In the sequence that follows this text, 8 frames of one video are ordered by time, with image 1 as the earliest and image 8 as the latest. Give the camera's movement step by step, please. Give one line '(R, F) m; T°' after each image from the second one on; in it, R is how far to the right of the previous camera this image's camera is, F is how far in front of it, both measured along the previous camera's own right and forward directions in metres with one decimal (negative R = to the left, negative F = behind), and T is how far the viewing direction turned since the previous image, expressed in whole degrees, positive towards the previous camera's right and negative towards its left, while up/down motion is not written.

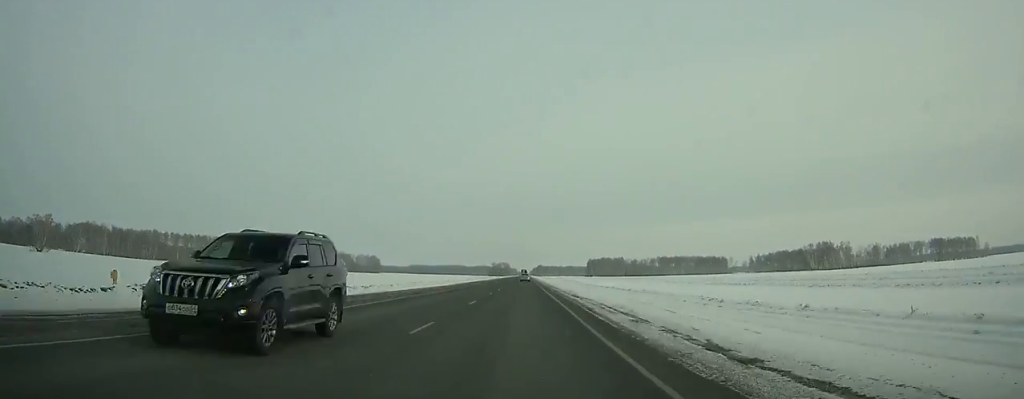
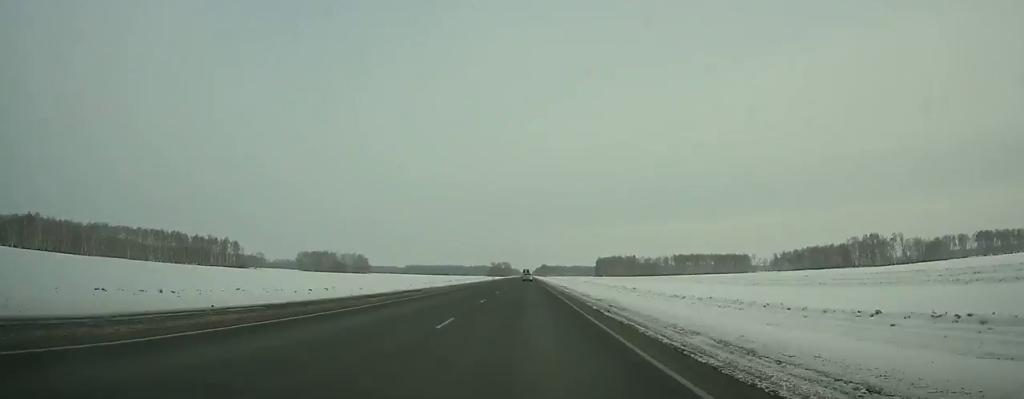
(0.0, +70.1) m; 0°
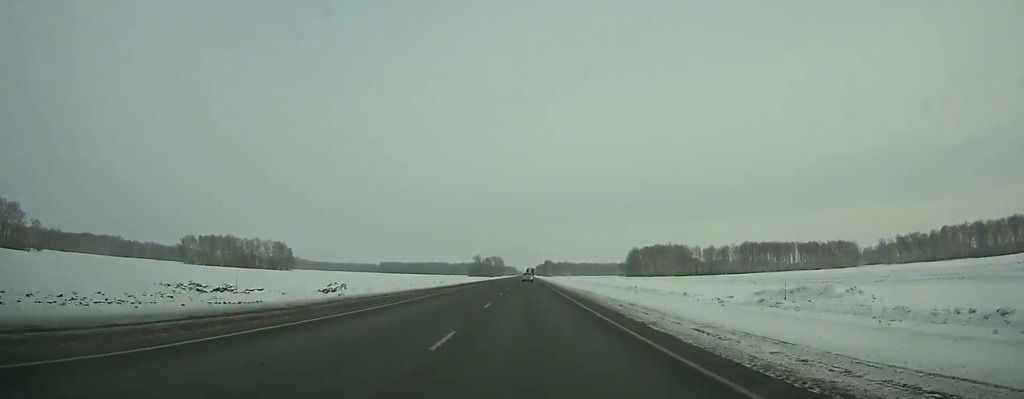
(-0.3, +233.6) m; 0°
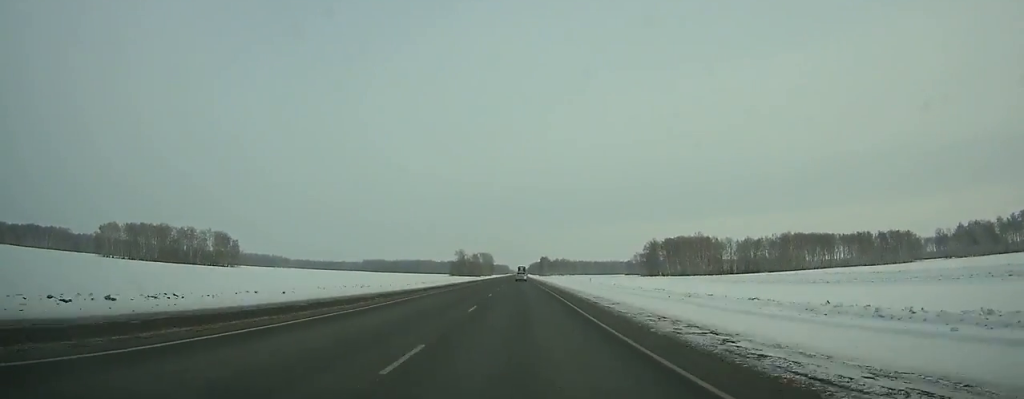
(+0.2, +85.8) m; 0°
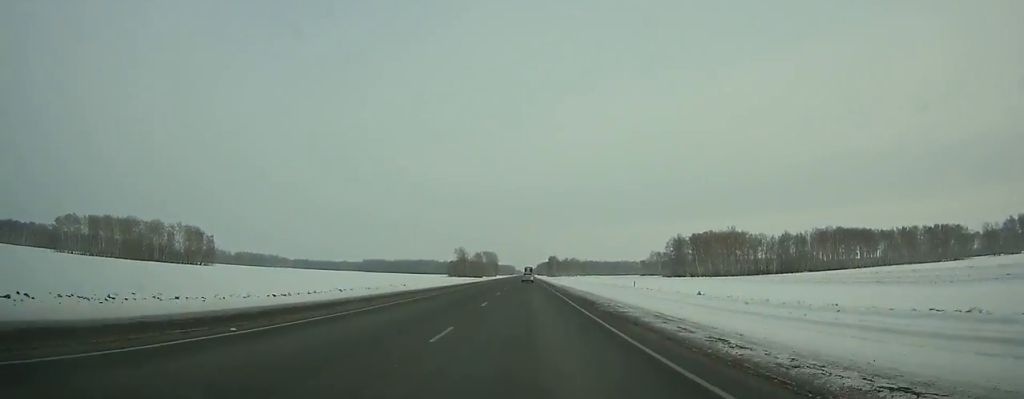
(0.0, +44.2) m; 0°
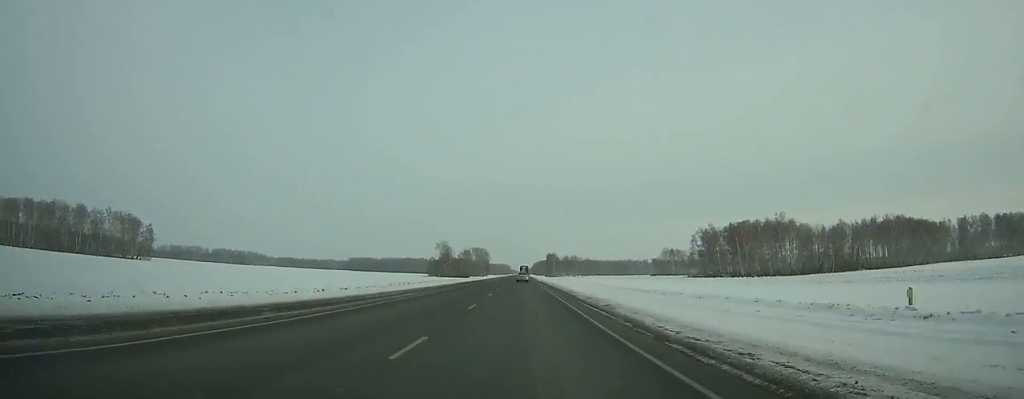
(+0.1, +62.0) m; 0°
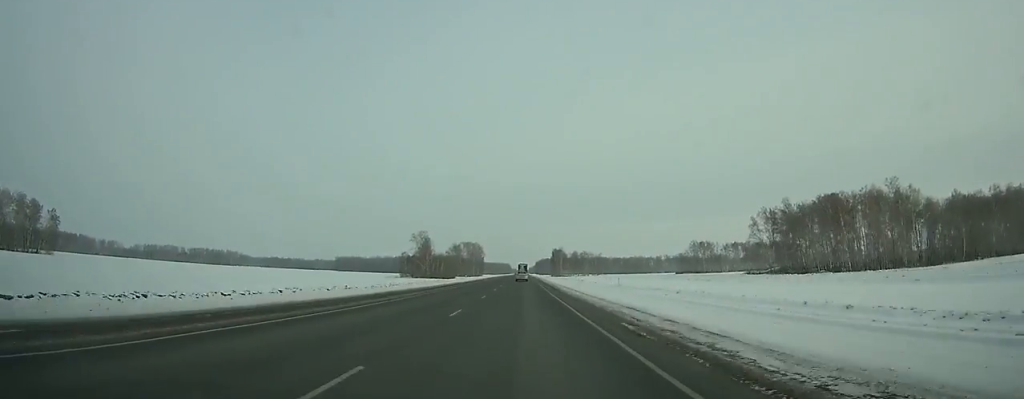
(-0.1, +76.3) m; 0°
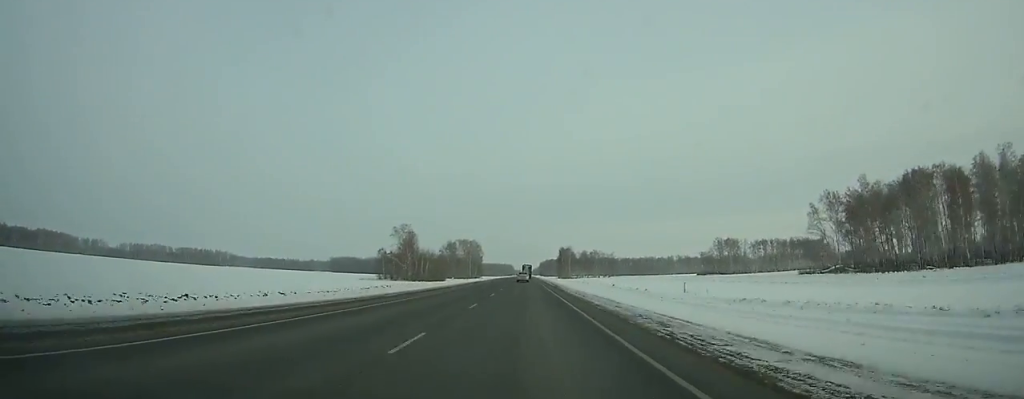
(0.0, +43.9) m; 0°
